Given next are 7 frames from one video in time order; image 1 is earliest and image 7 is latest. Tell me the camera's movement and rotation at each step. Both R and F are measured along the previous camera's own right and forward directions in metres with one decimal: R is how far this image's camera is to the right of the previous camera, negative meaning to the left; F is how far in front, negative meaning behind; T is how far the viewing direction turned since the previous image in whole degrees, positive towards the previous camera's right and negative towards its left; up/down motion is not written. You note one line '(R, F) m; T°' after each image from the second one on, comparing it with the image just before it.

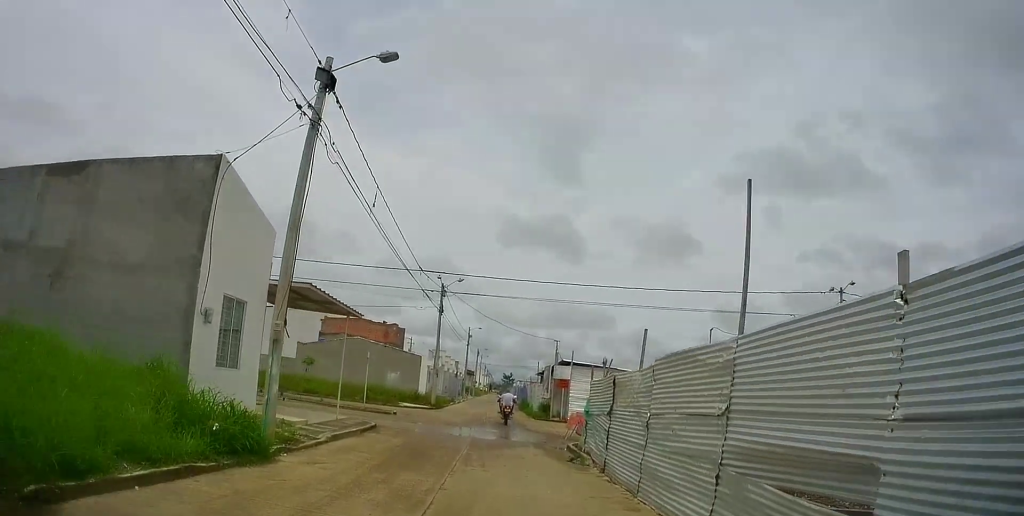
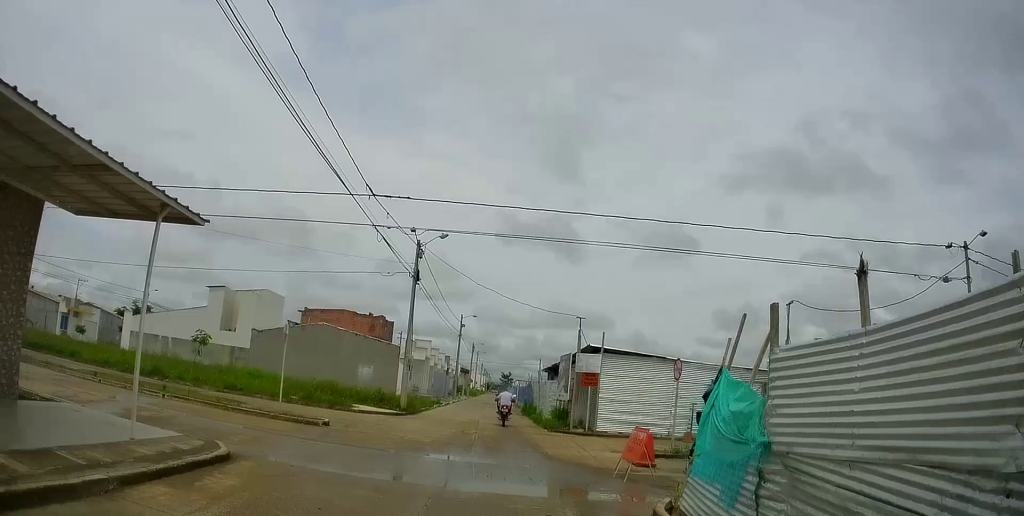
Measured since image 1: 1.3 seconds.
(-0.2, +11.5) m; 0°
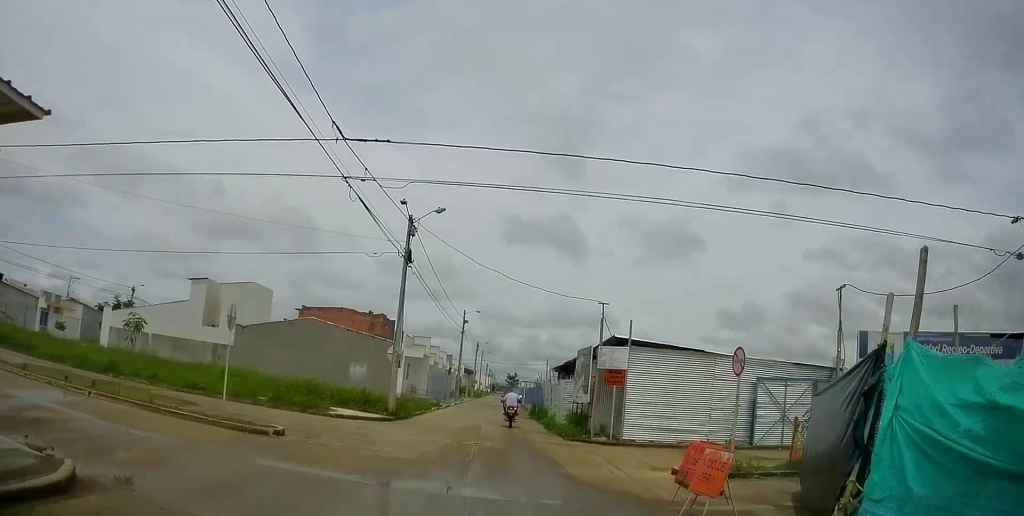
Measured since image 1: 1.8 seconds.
(+0.1, +4.2) m; 0°
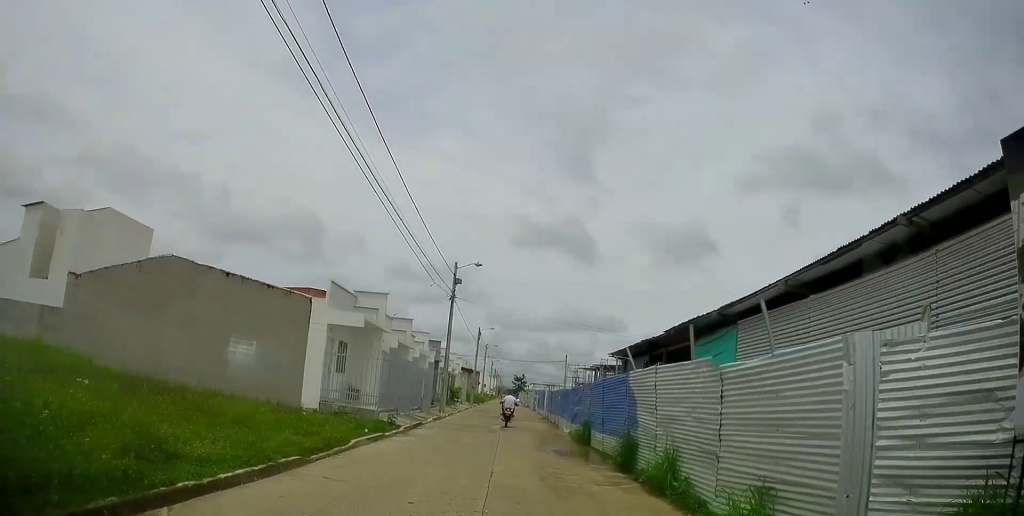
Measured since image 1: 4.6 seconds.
(0.0, +19.6) m; -1°
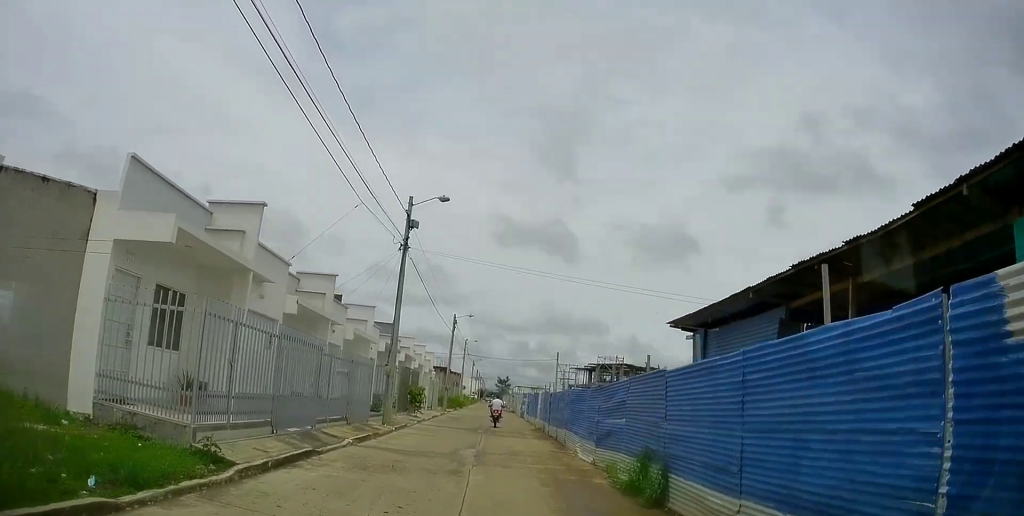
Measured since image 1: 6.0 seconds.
(-0.4, +9.9) m; -1°
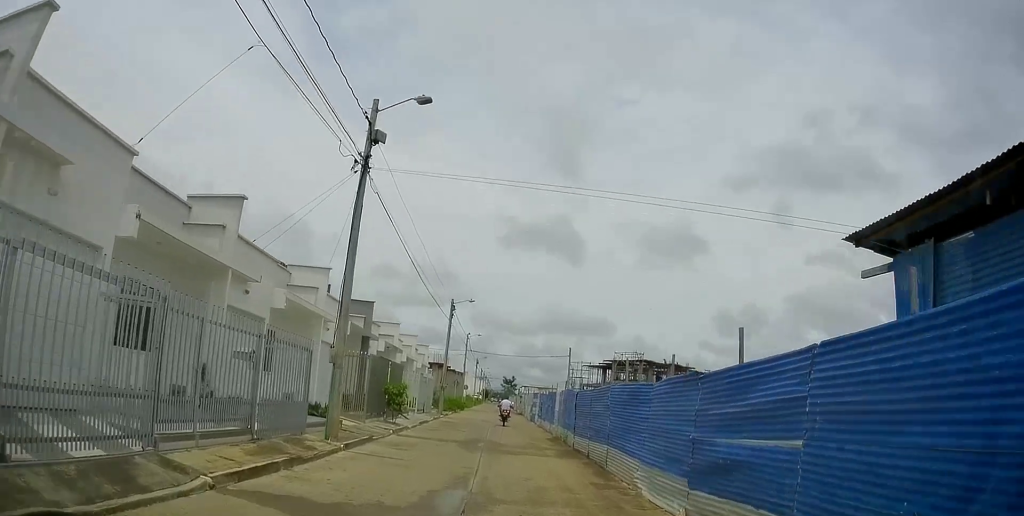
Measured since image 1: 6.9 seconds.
(+0.2, +6.4) m; +1°
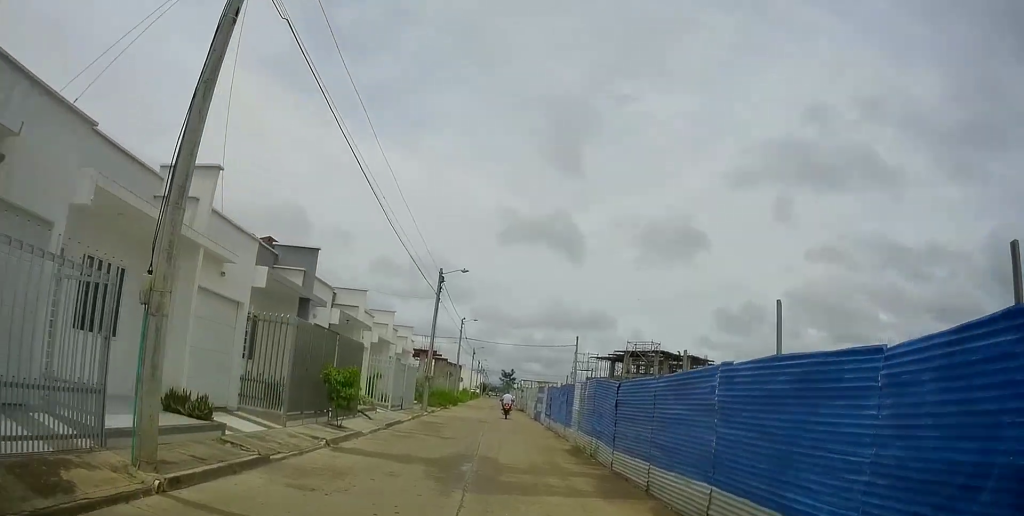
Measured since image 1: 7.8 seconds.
(+0.1, +6.4) m; 0°
